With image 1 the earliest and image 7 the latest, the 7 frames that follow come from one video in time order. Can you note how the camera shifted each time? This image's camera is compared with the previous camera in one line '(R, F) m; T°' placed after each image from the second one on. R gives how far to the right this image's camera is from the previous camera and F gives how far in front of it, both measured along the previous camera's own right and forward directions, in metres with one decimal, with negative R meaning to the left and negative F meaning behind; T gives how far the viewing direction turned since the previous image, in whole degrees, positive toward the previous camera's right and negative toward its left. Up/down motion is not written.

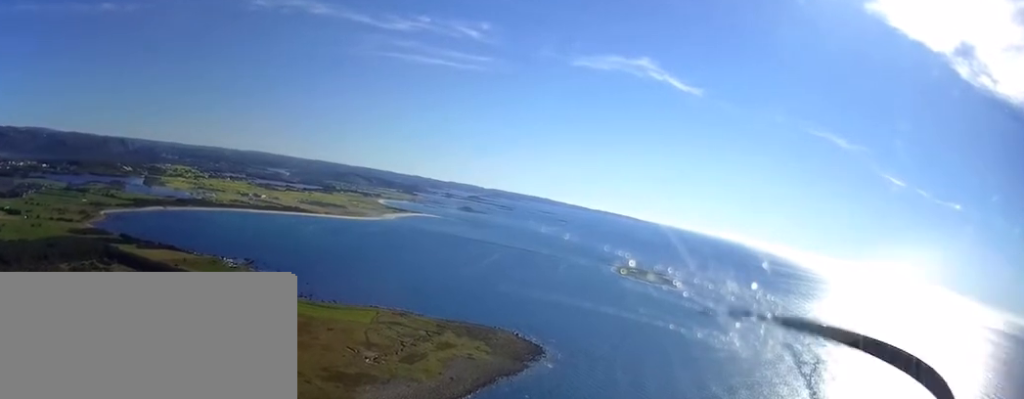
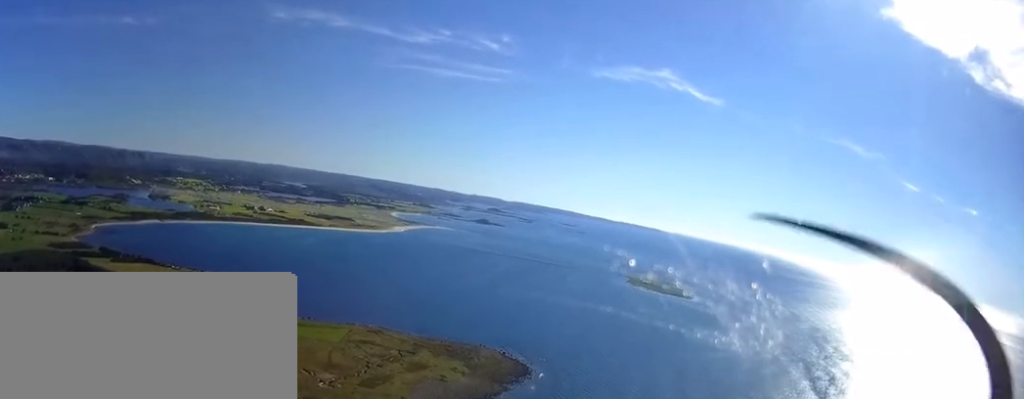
(-2.1, +117.9) m; -2°
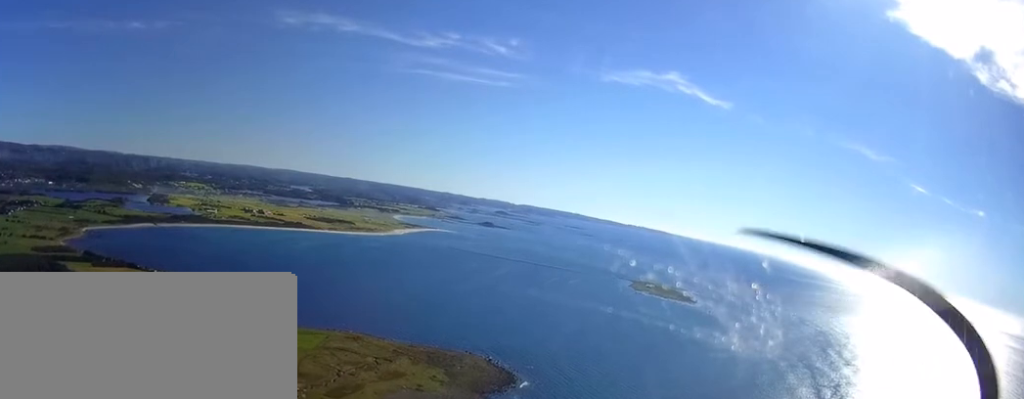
(-0.7, +68.8) m; -1°
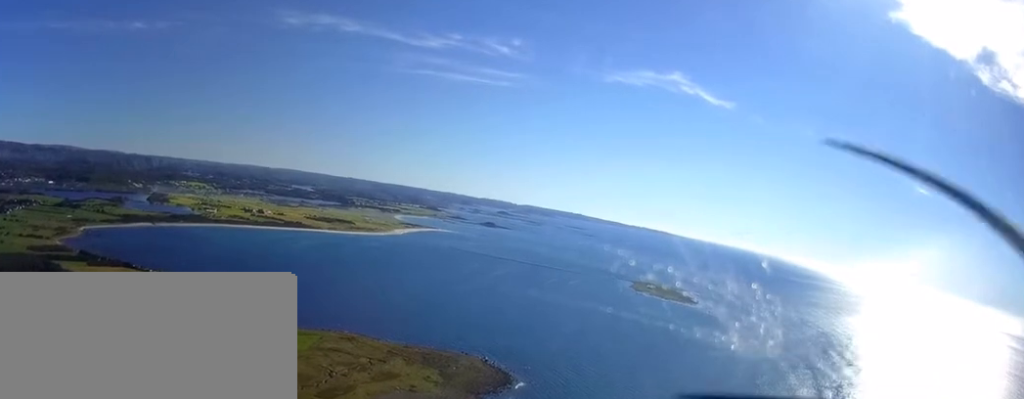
(0.0, +18.2) m; 0°
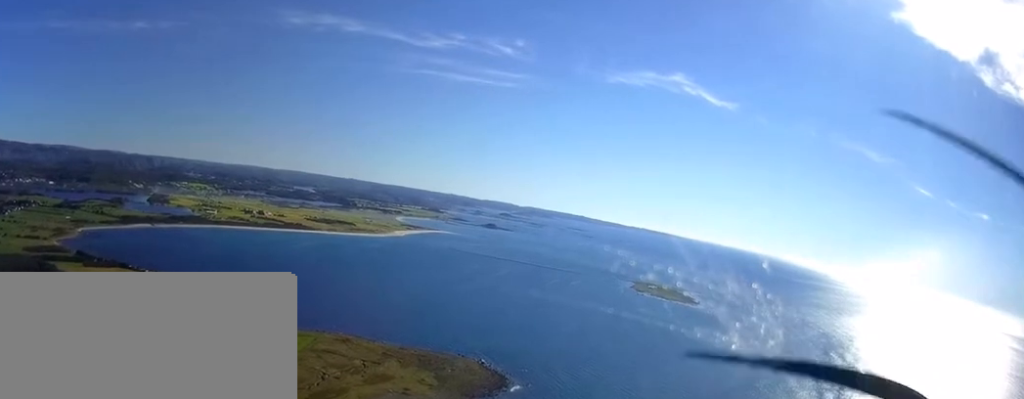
(0.0, +16.9) m; 0°
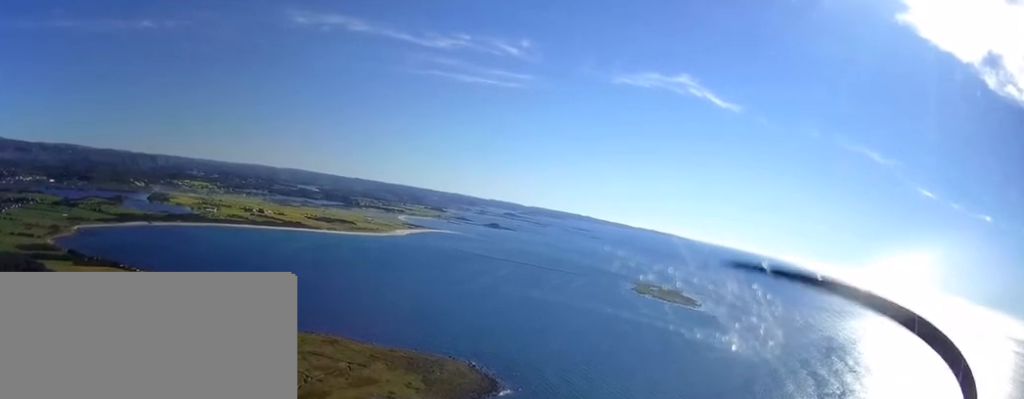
(-0.2, +33.7) m; 0°
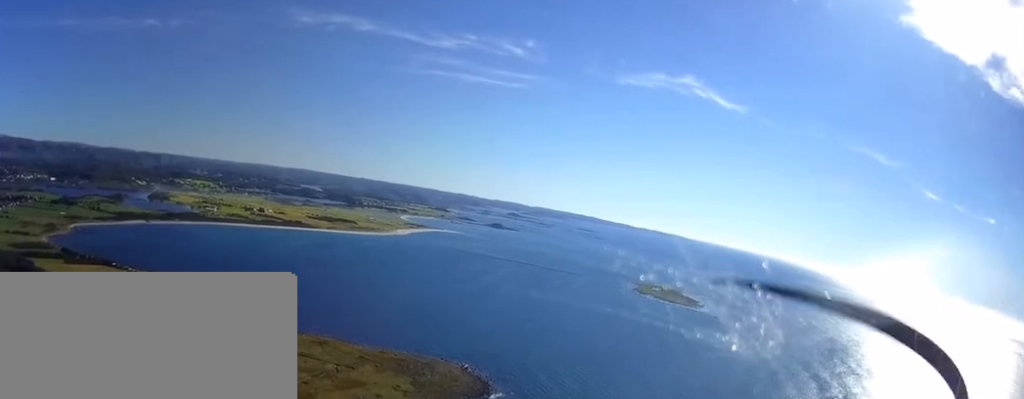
(-0.1, +30.9) m; 0°
